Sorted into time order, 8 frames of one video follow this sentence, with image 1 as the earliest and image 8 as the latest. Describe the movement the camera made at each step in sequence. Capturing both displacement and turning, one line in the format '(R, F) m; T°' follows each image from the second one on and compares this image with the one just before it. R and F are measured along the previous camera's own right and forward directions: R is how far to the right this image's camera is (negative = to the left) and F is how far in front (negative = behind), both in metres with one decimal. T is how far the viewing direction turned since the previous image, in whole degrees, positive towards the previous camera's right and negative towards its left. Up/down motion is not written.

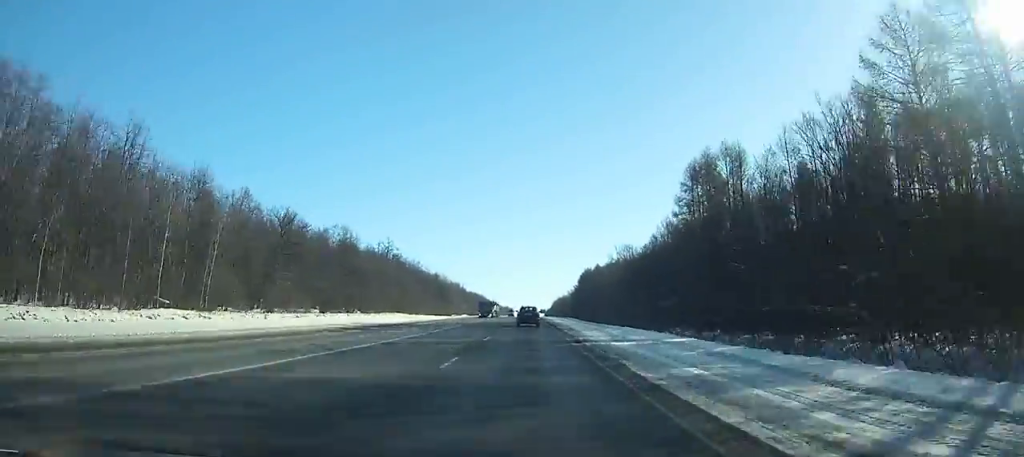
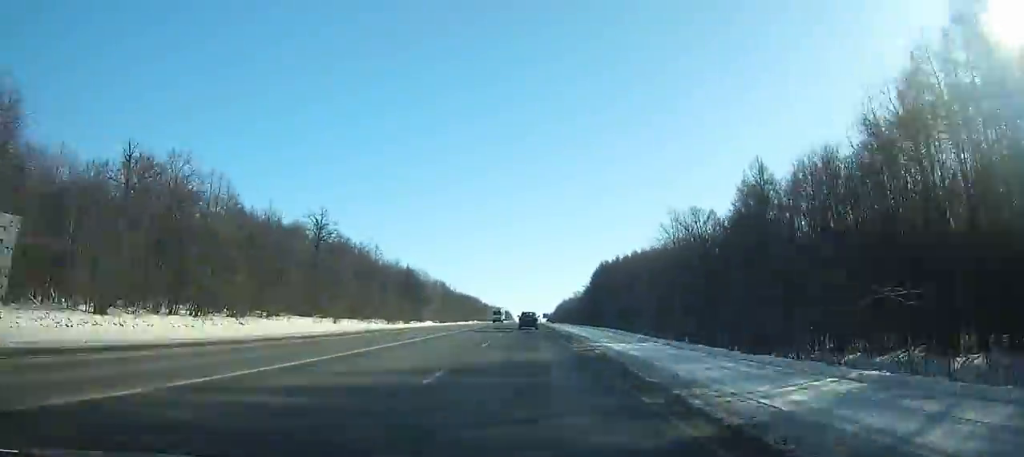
(-0.1, +50.1) m; 0°
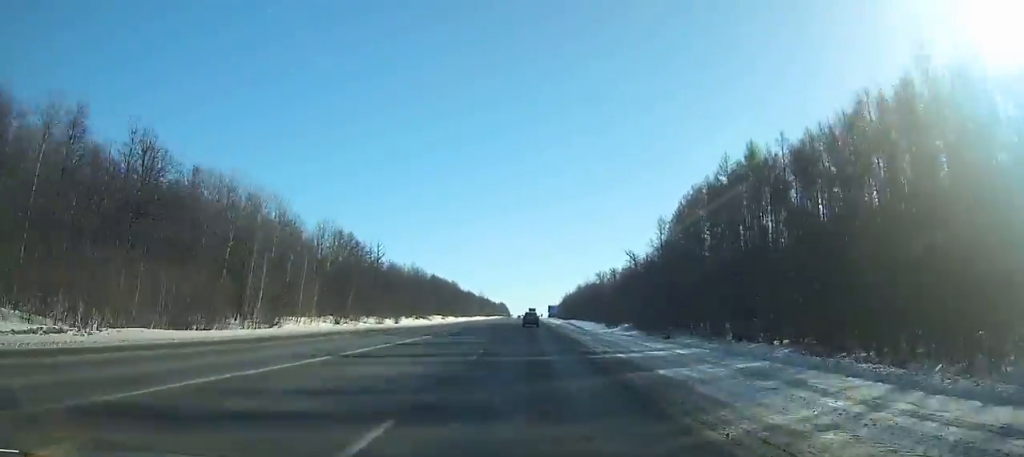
(+0.3, +114.0) m; 0°
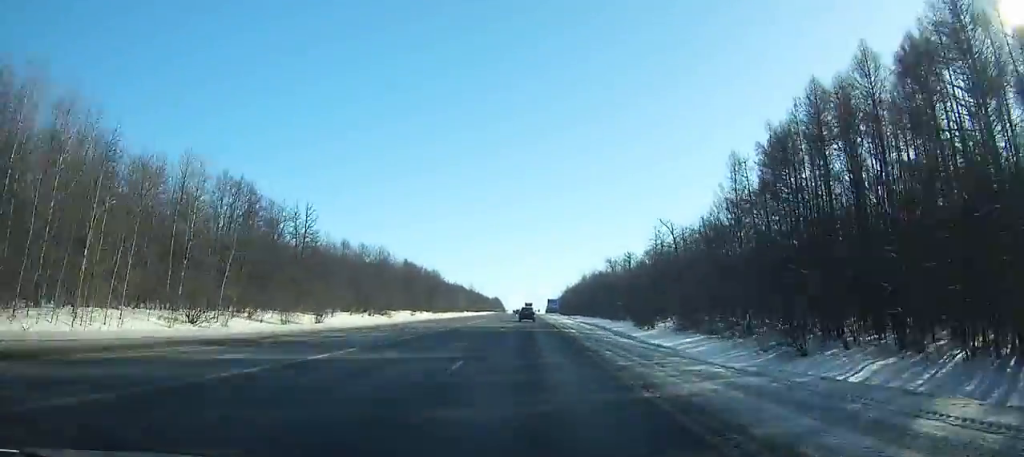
(+0.1, +39.8) m; 0°
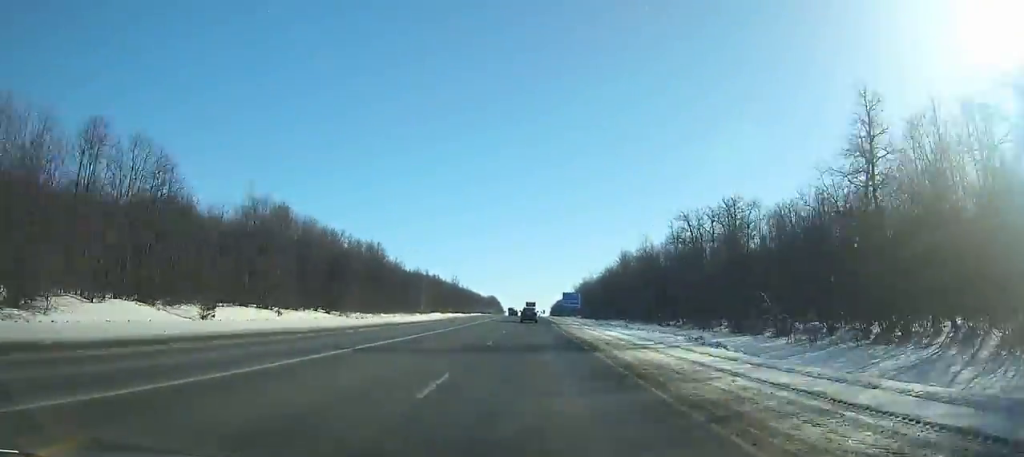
(-0.3, +86.2) m; 0°
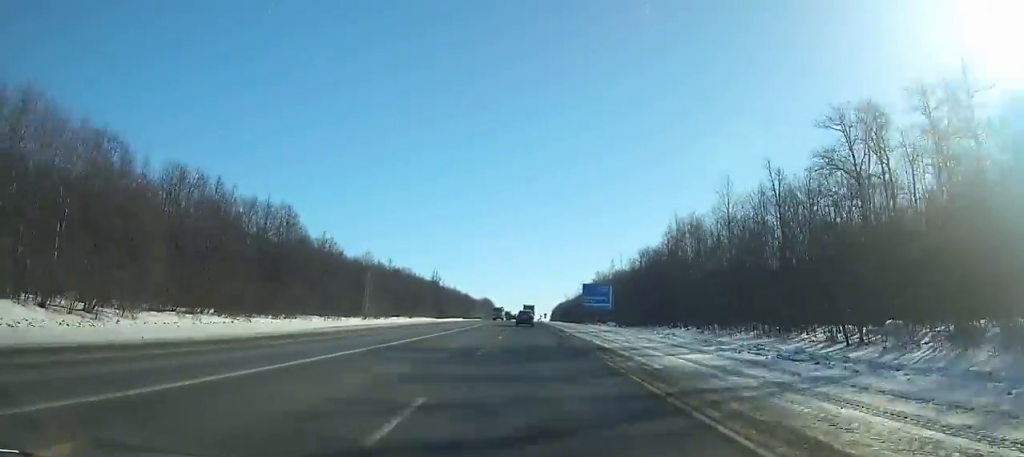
(+0.2, +50.4) m; 0°
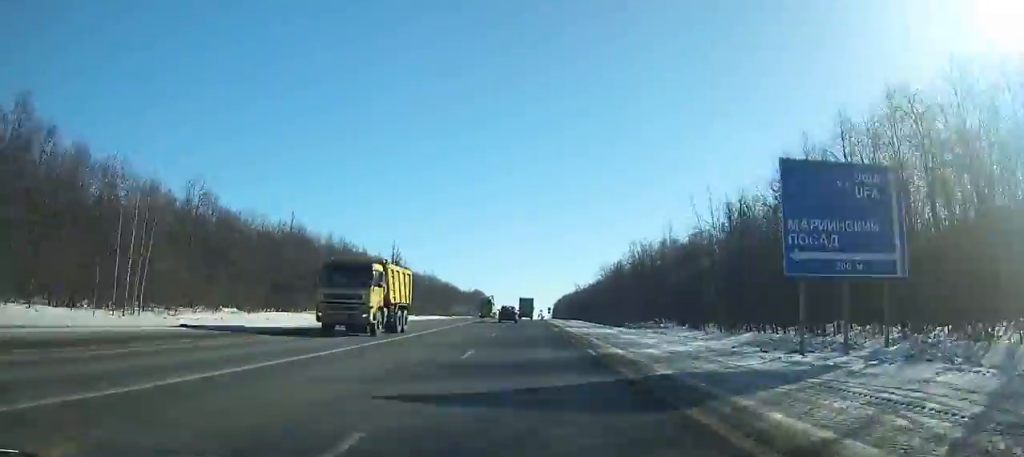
(0.0, +60.8) m; 0°
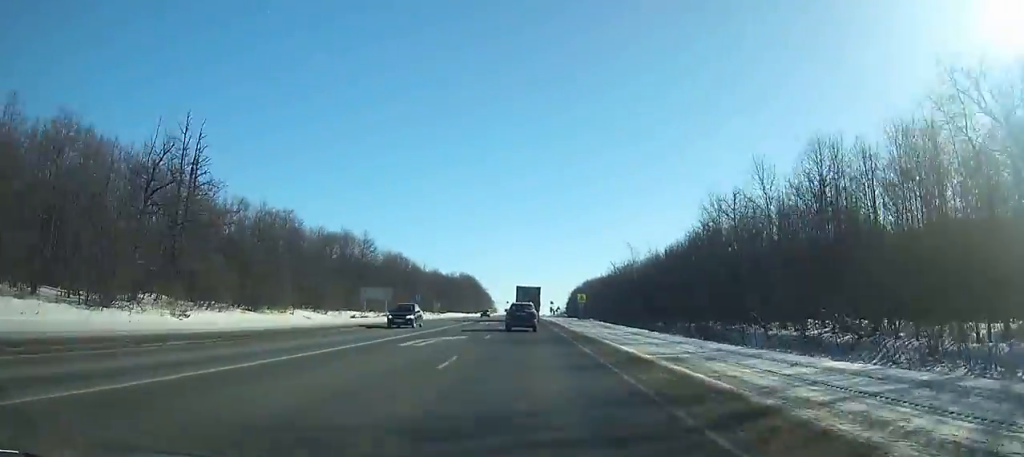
(-0.1, +92.1) m; 0°
